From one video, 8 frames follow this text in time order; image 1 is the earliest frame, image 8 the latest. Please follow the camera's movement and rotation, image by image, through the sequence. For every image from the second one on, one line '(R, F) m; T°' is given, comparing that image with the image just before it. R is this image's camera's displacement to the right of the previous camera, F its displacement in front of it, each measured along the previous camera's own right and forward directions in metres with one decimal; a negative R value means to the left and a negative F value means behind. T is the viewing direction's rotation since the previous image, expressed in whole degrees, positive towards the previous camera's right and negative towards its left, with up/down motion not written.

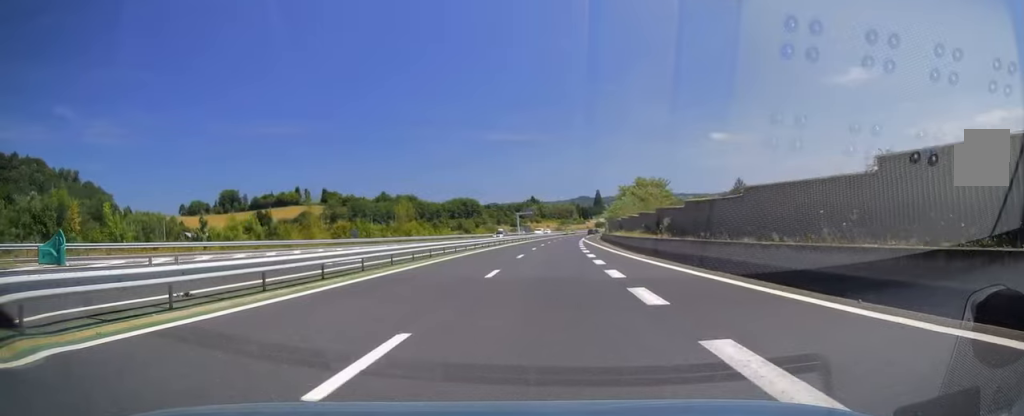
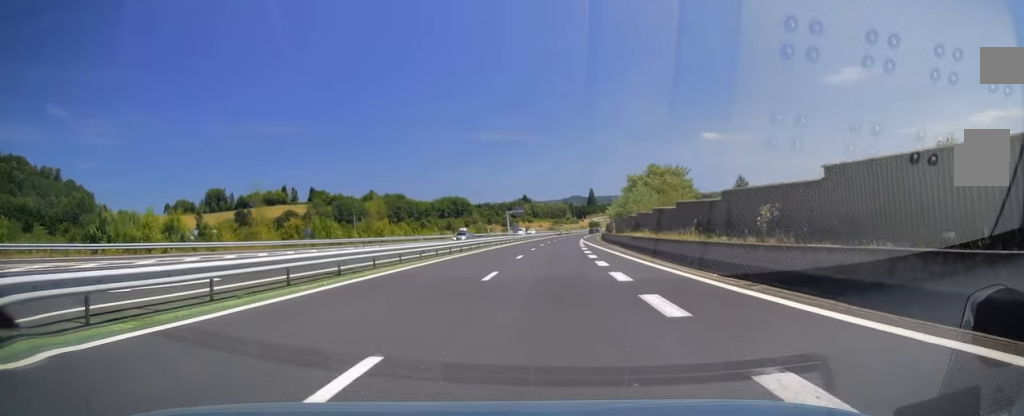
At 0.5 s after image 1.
(+0.4, +14.4) m; +1°
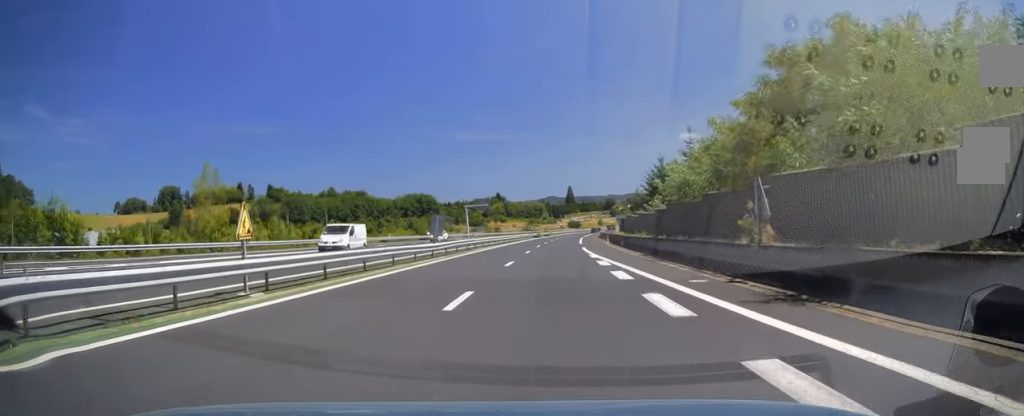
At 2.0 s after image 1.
(+0.7, +45.4) m; +2°
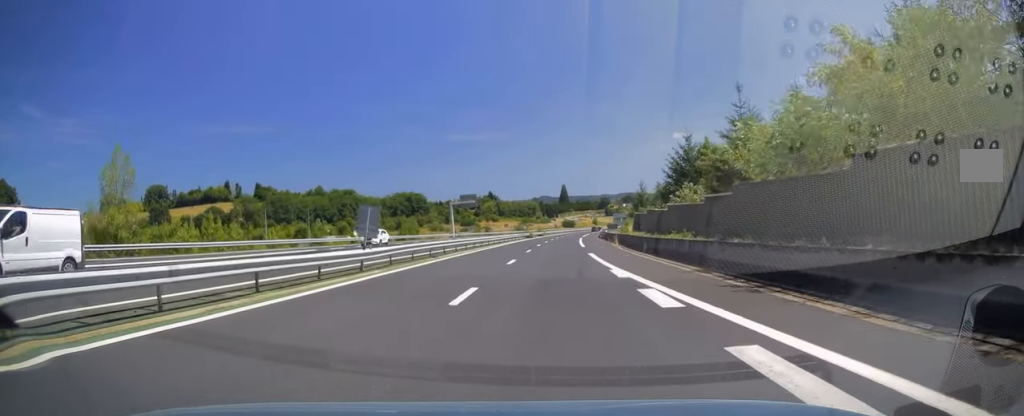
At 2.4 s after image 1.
(+0.2, +12.4) m; 0°
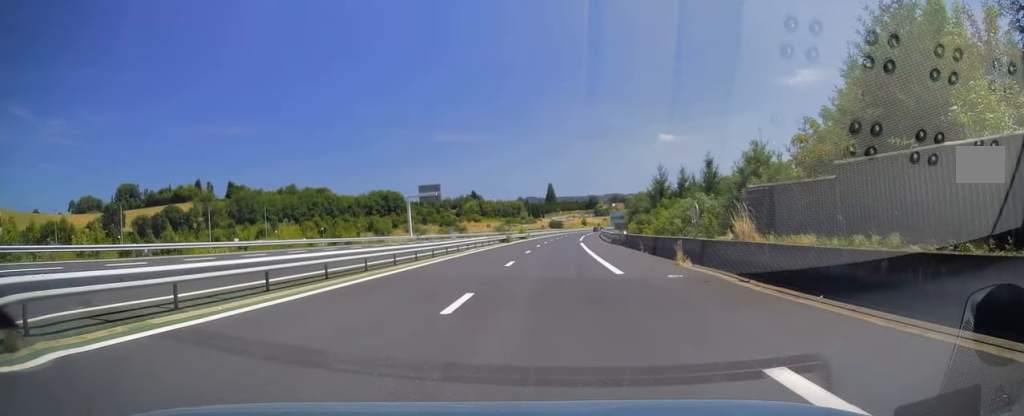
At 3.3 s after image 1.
(+0.2, +27.4) m; +1°
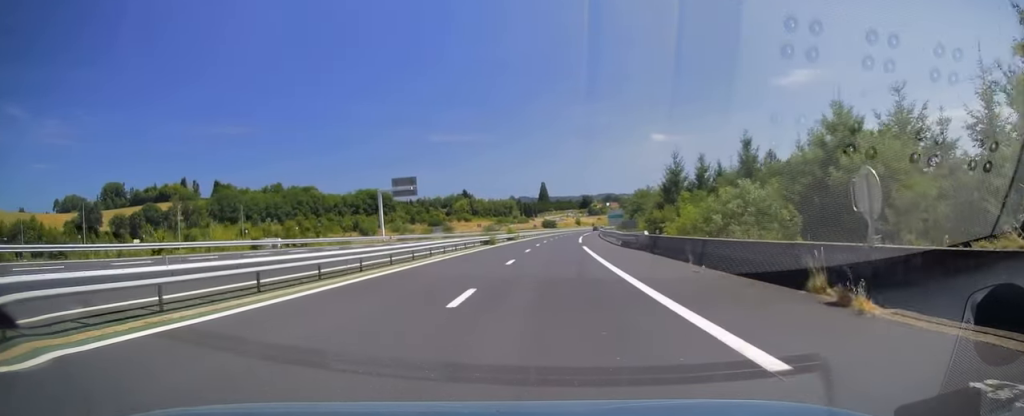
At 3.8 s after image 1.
(-0.2, +12.5) m; +1°
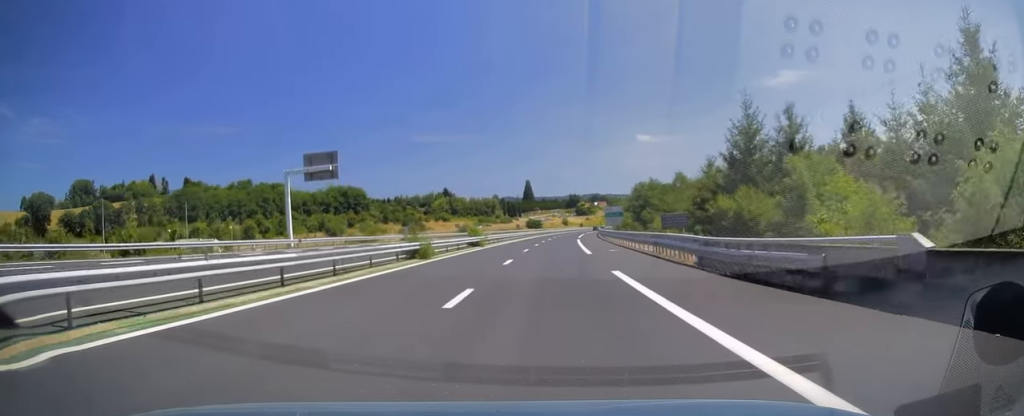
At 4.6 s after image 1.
(+0.7, +26.4) m; +2°
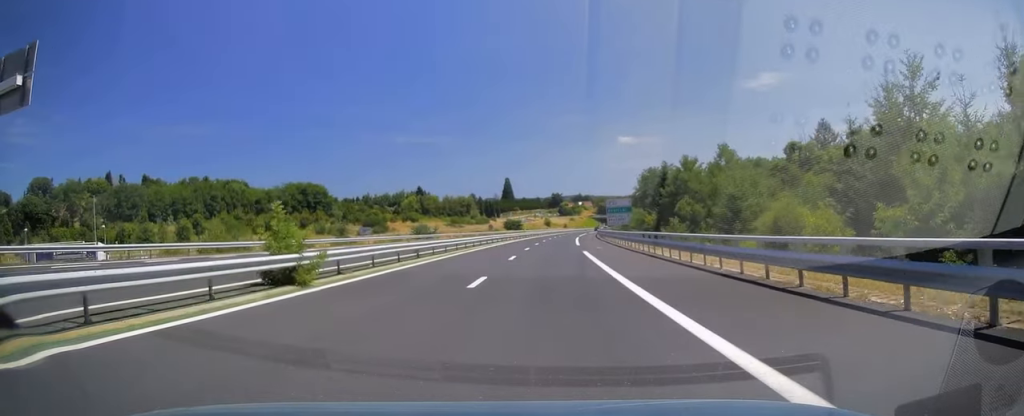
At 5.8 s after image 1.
(+0.3, +35.4) m; +1°
